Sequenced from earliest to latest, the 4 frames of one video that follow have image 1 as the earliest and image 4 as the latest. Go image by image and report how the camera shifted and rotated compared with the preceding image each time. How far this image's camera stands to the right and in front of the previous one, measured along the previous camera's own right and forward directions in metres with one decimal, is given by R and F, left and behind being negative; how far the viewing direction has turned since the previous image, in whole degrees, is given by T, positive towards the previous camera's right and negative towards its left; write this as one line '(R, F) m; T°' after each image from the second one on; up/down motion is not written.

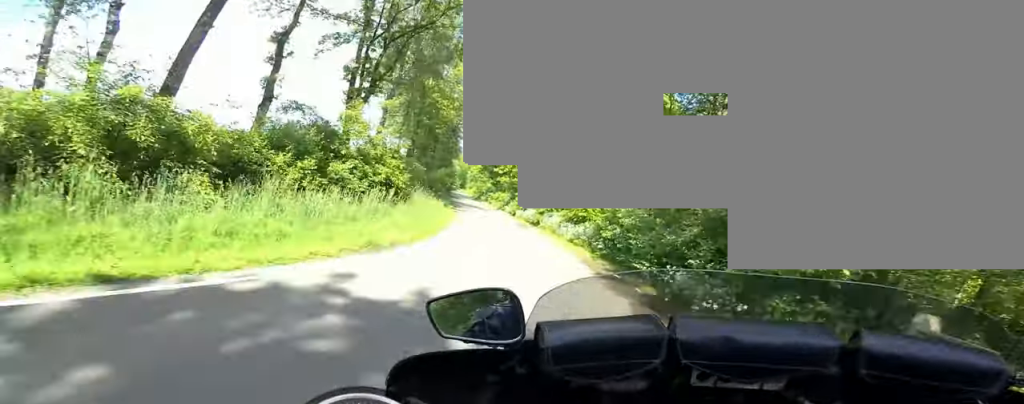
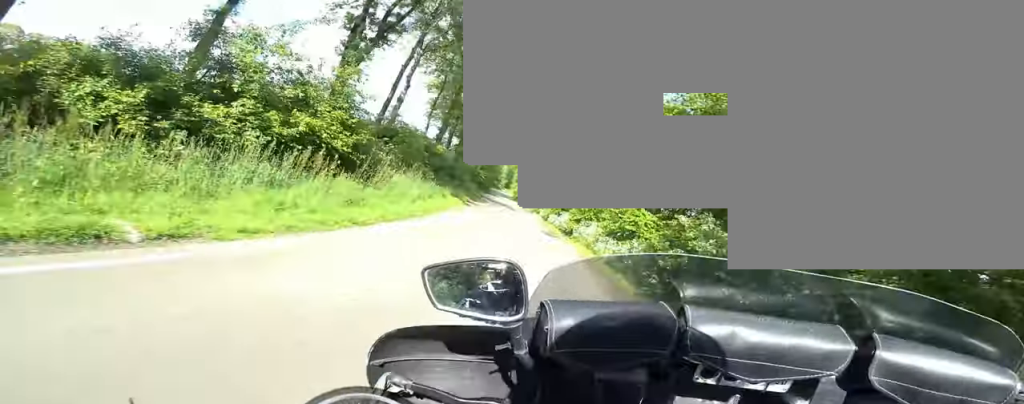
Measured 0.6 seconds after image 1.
(0.0, +4.9) m; -1°
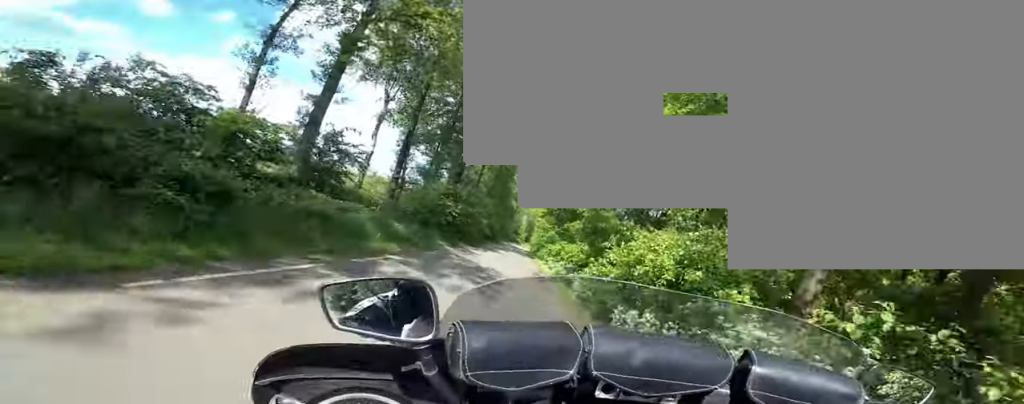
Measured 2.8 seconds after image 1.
(-3.0, +17.1) m; -23°
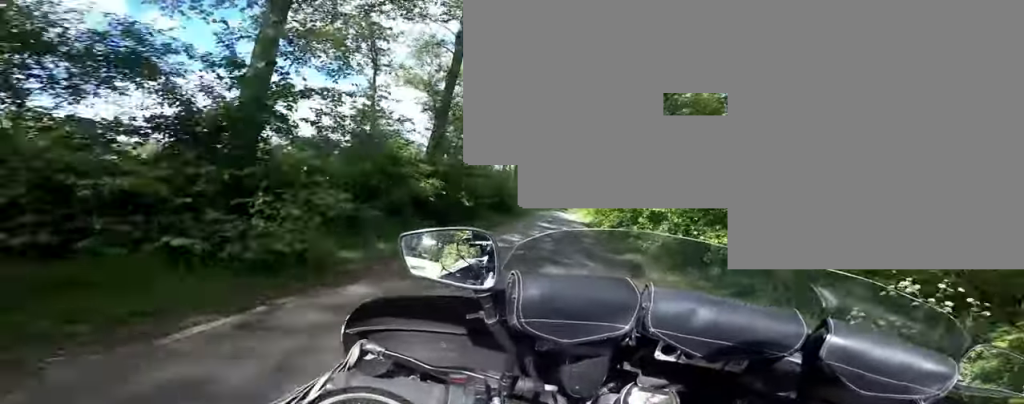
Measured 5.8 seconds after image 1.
(+0.2, +26.7) m; -1°
